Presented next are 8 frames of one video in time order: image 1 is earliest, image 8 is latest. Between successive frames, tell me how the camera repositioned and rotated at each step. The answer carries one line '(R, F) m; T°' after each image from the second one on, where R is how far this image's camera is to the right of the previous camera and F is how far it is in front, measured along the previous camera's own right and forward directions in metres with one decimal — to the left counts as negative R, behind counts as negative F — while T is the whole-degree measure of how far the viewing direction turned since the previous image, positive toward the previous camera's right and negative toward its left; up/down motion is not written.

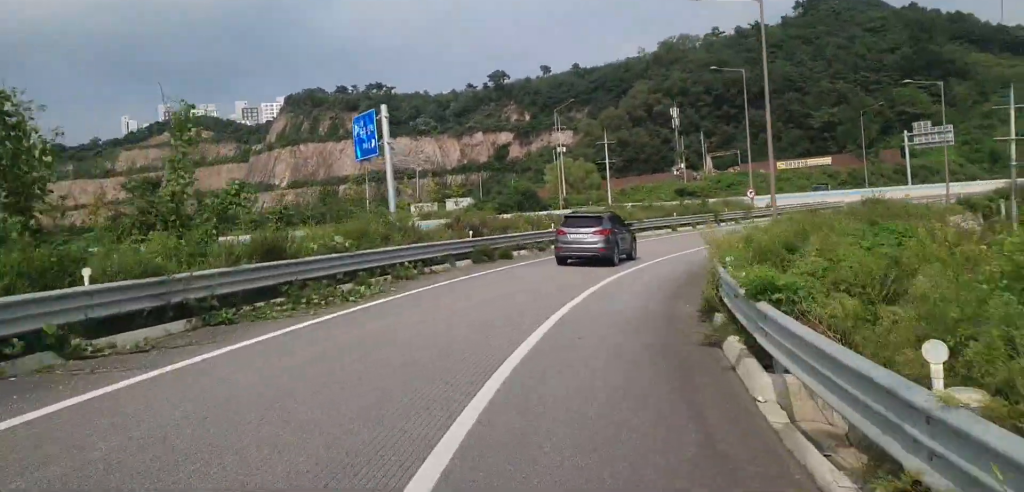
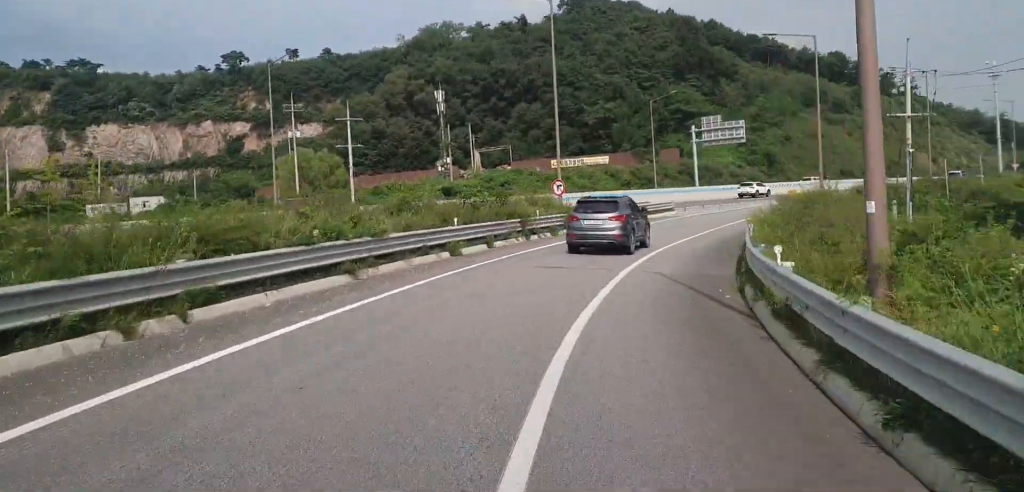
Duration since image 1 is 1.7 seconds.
(+3.0, +25.0) m; +15°
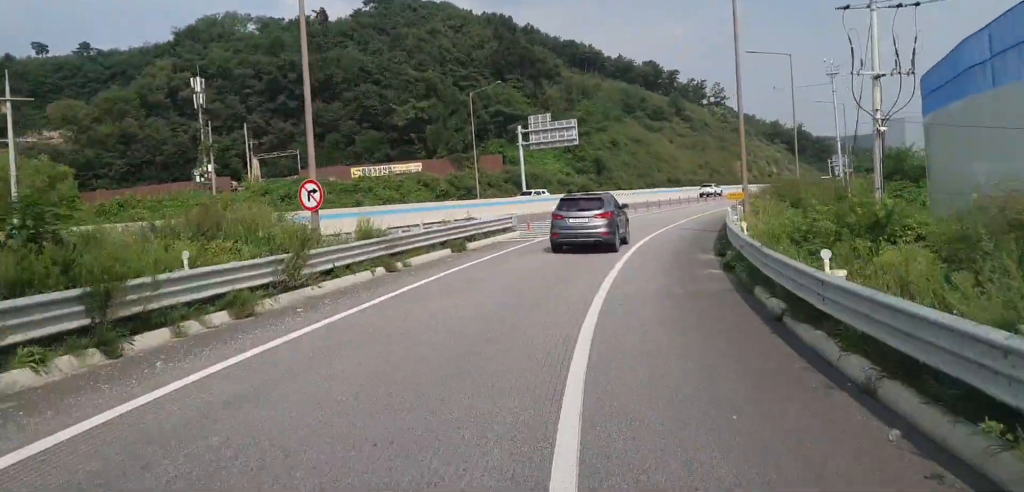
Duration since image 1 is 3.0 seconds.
(+2.4, +18.8) m; +14°
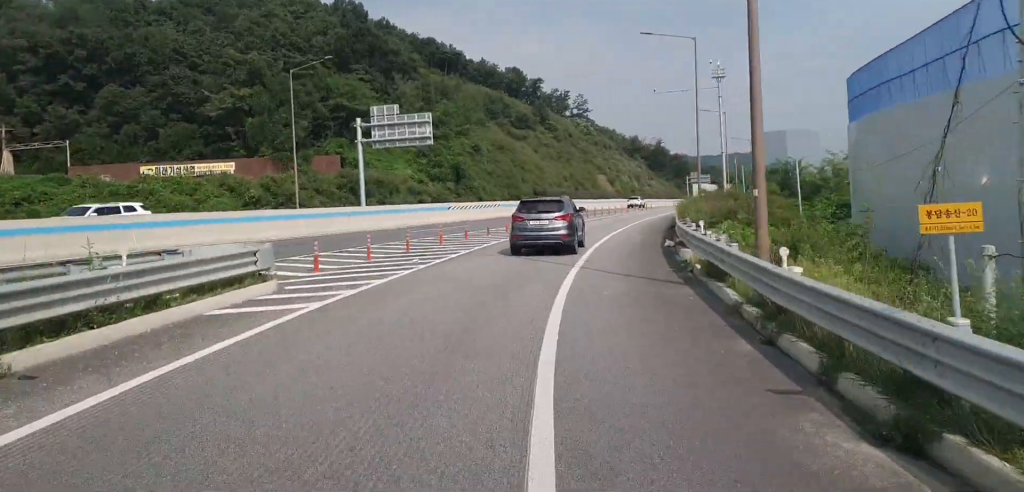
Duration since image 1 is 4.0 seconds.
(+1.5, +15.8) m; +8°
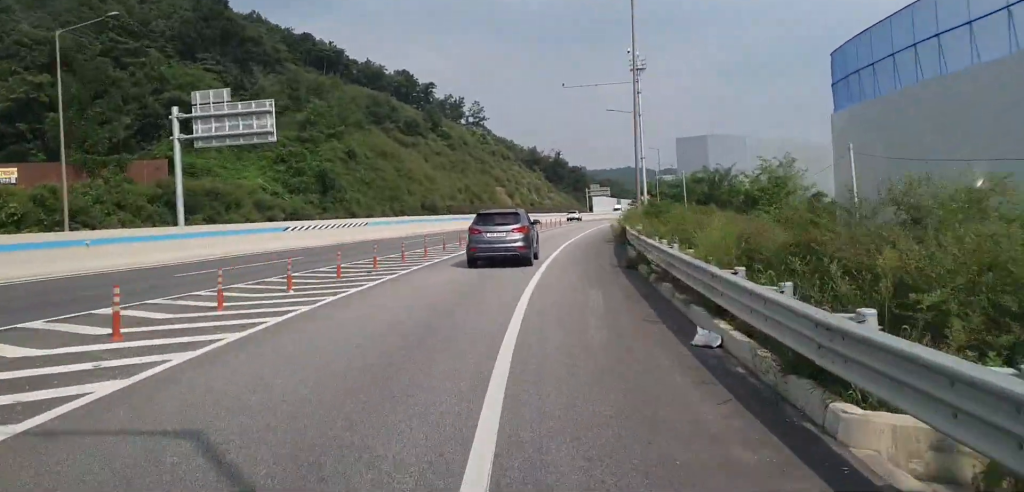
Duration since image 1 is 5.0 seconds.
(+0.8, +15.8) m; +6°
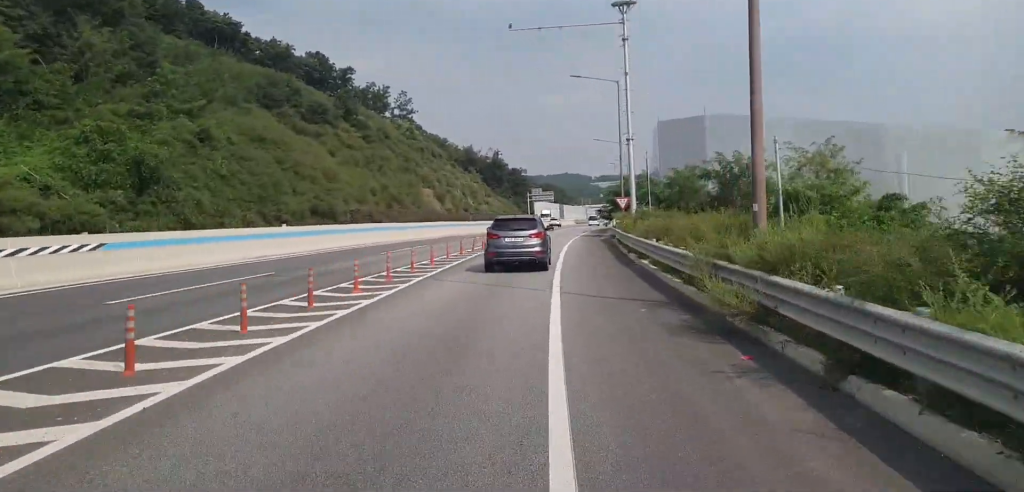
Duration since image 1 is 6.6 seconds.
(+1.8, +25.7) m; +6°
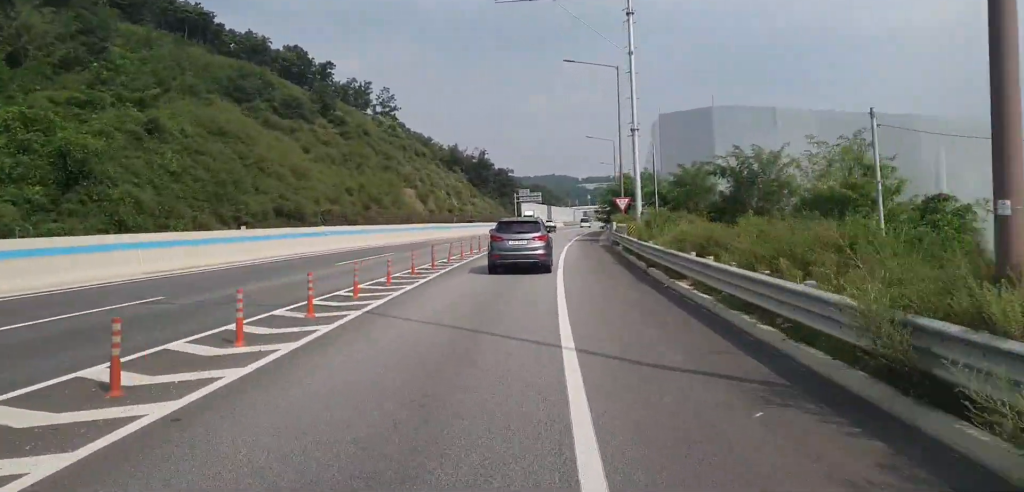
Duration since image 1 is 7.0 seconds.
(0.0, +6.7) m; +1°
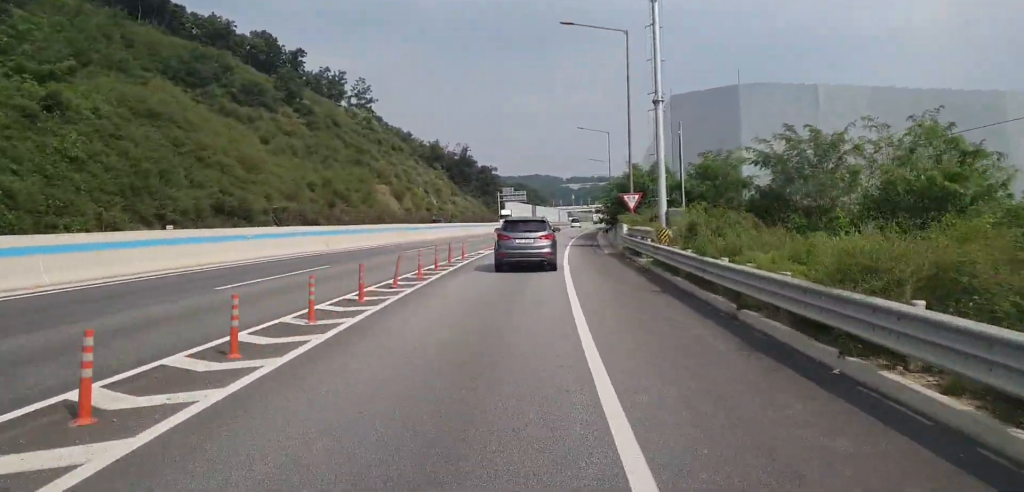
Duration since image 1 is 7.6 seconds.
(0.0, +10.2) m; +1°
